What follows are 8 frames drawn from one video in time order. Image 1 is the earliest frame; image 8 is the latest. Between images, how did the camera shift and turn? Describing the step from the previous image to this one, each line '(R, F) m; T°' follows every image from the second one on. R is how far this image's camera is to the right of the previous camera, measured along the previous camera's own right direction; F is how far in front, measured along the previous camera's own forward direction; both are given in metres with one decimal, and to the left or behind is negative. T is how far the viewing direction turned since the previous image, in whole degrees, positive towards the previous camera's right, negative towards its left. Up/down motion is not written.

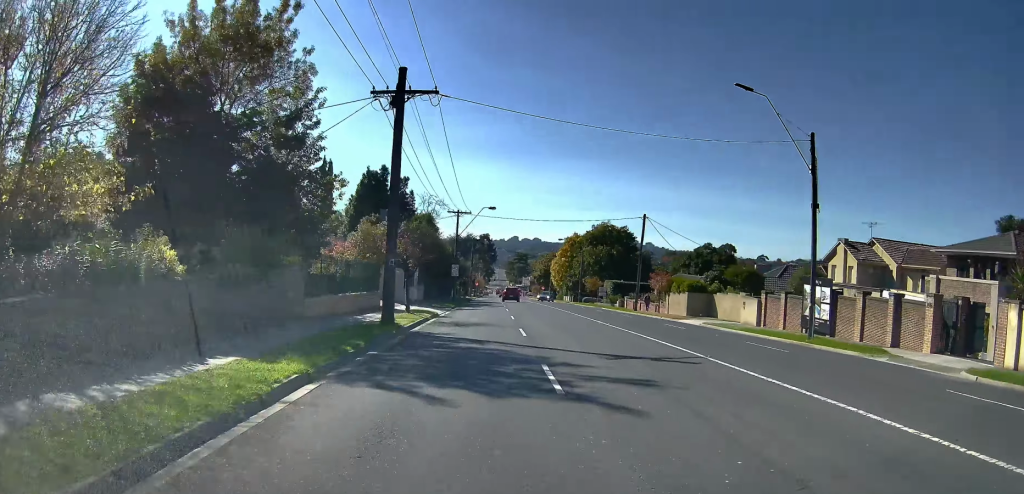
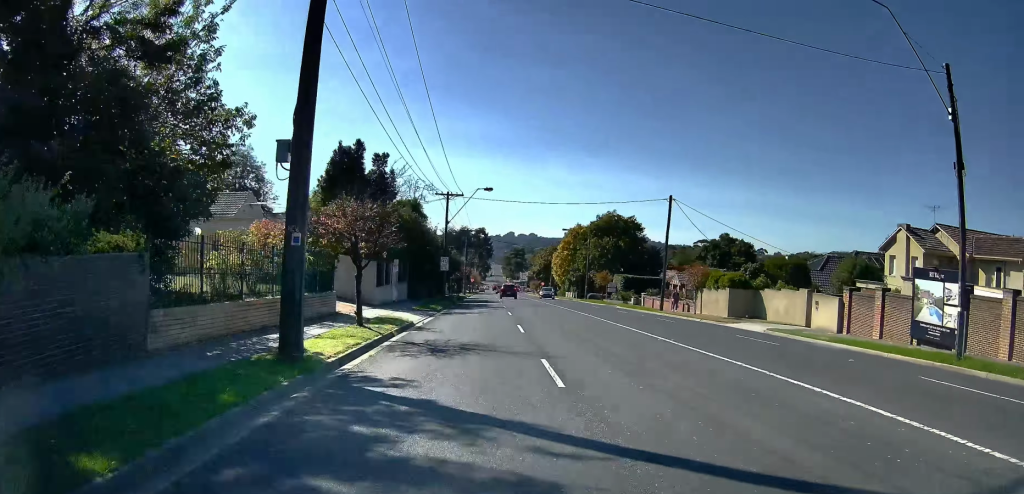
(-0.1, +9.6) m; +1°
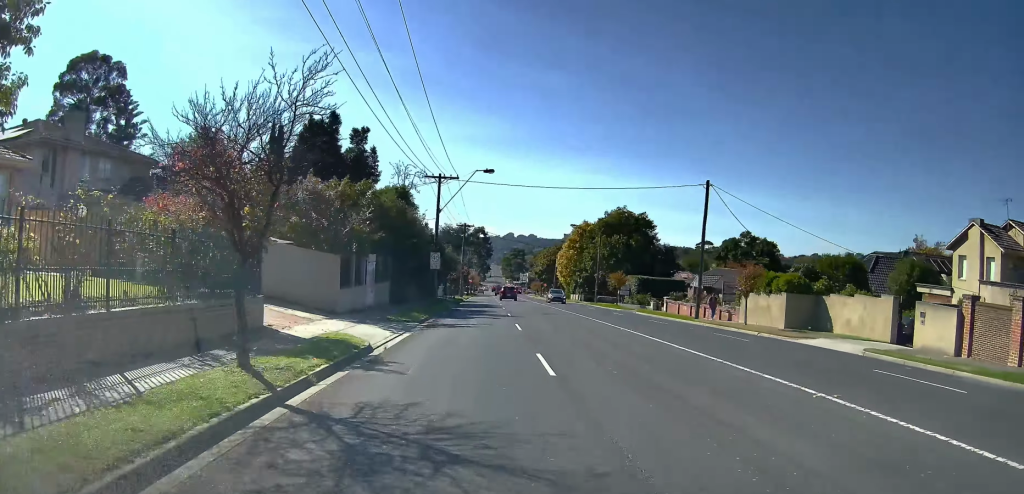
(-0.1, +8.5) m; 0°
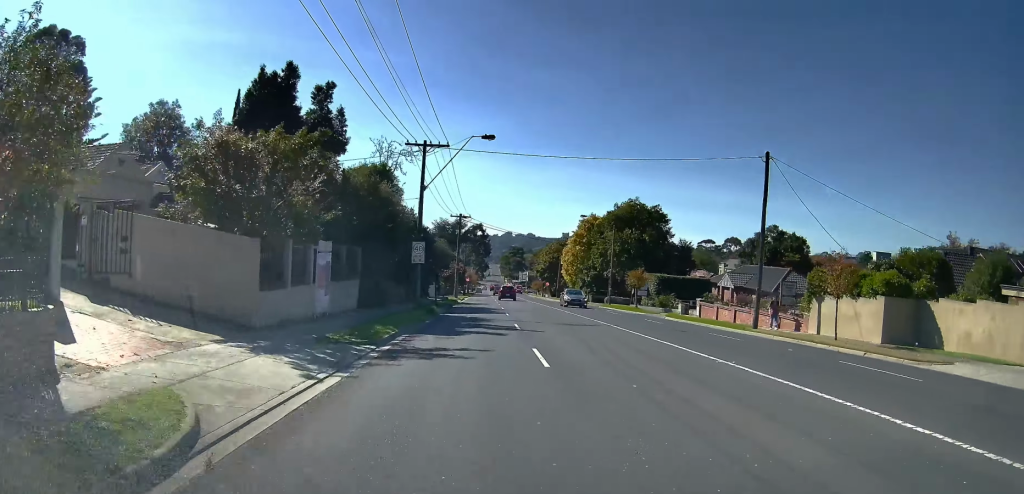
(+0.4, +9.1) m; -1°
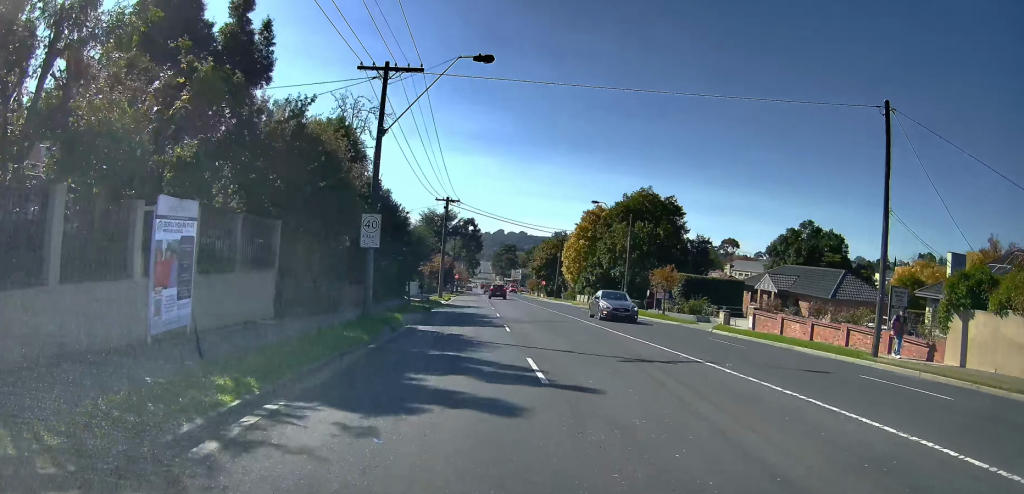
(-0.4, +10.7) m; -1°
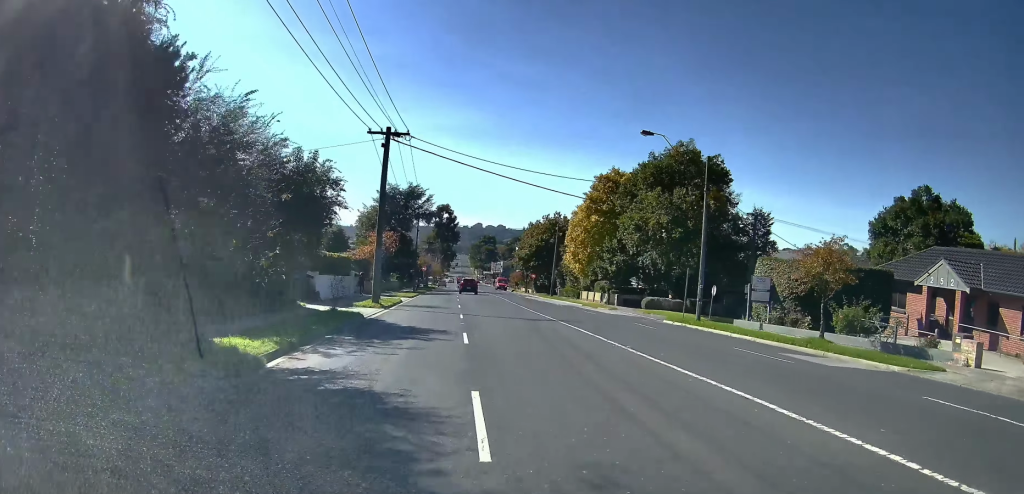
(+0.4, +23.5) m; +2°
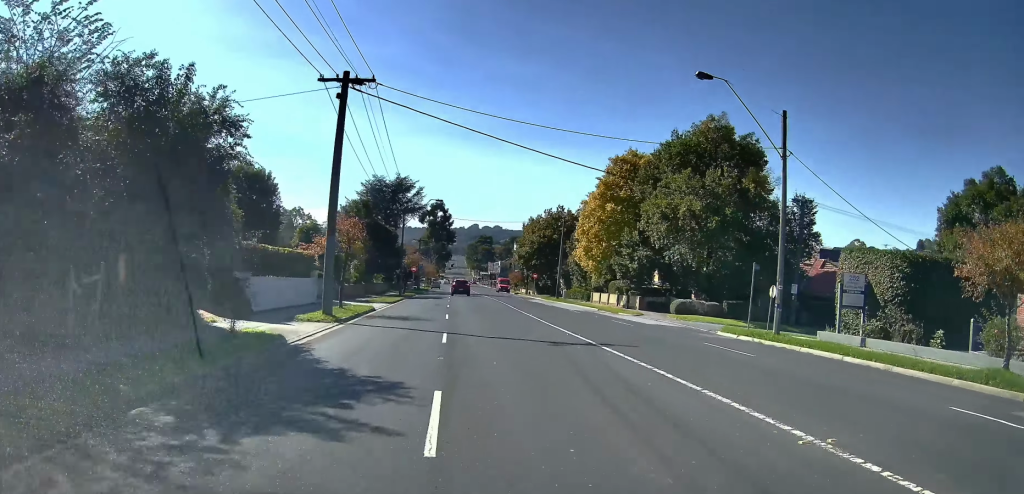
(+0.1, +9.2) m; -1°
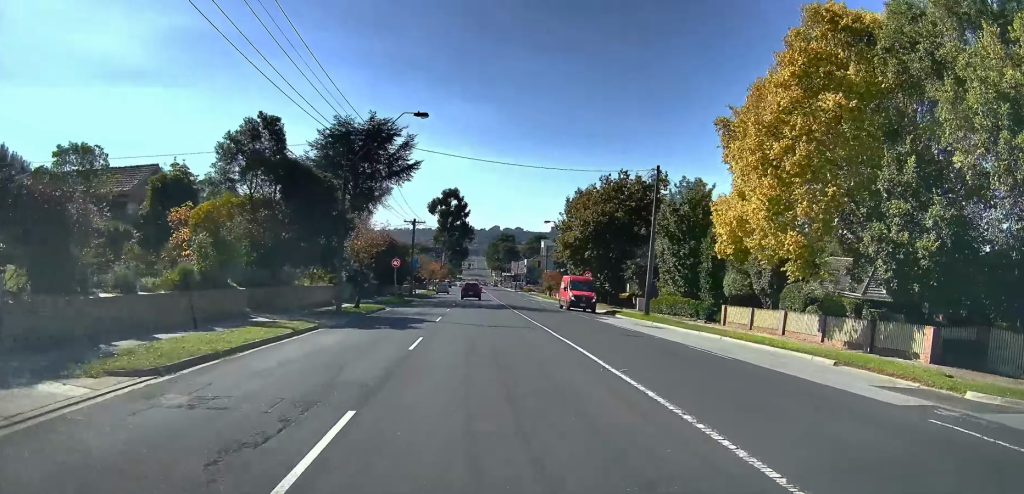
(-0.1, +32.3) m; +1°
